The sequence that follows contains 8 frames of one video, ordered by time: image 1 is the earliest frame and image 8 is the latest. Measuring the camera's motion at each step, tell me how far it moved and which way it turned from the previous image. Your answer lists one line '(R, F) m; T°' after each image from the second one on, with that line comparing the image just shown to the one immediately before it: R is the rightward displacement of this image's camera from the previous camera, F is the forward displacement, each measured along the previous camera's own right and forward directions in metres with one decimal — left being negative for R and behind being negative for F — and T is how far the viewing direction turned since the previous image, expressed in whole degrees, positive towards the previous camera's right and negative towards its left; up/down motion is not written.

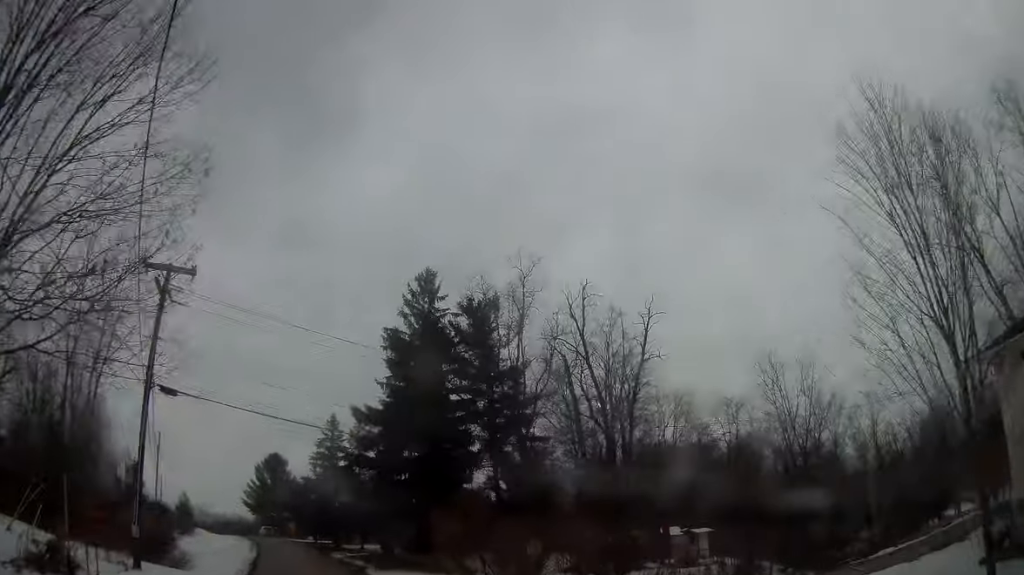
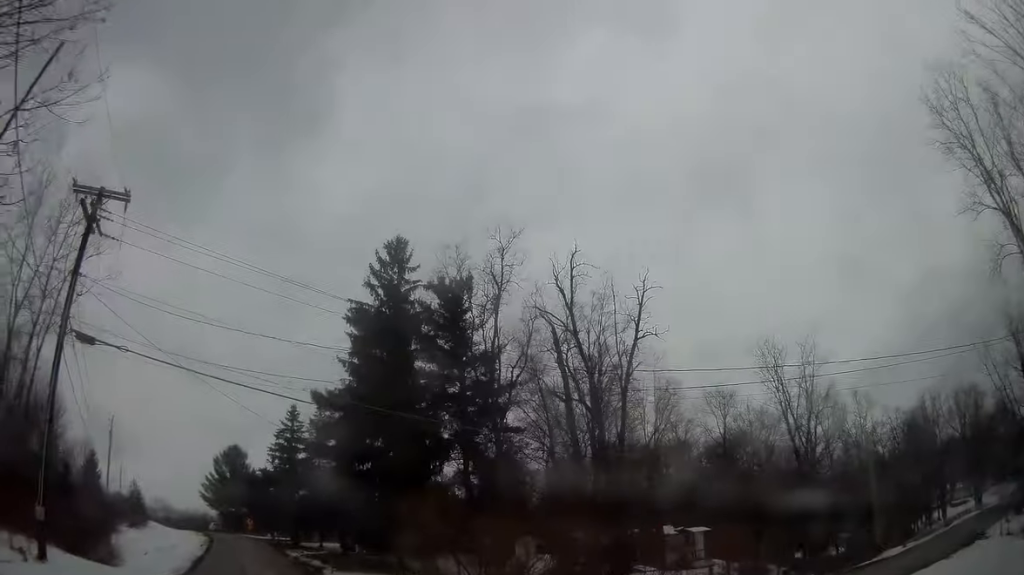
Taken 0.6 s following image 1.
(0.0, +5.1) m; +7°
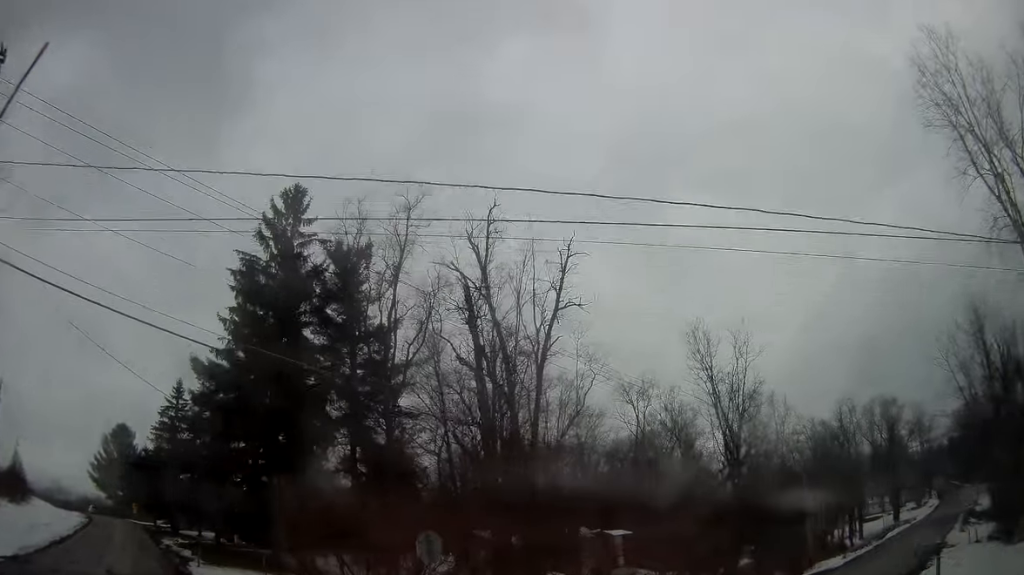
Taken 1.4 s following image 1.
(+0.7, +5.8) m; +15°
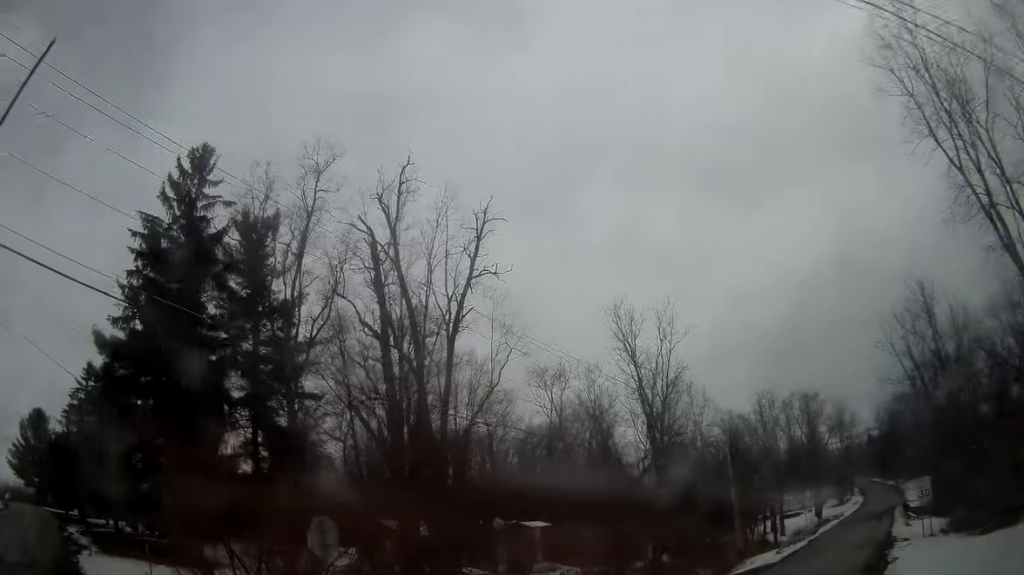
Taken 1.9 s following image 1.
(0.0, +3.1) m; +9°
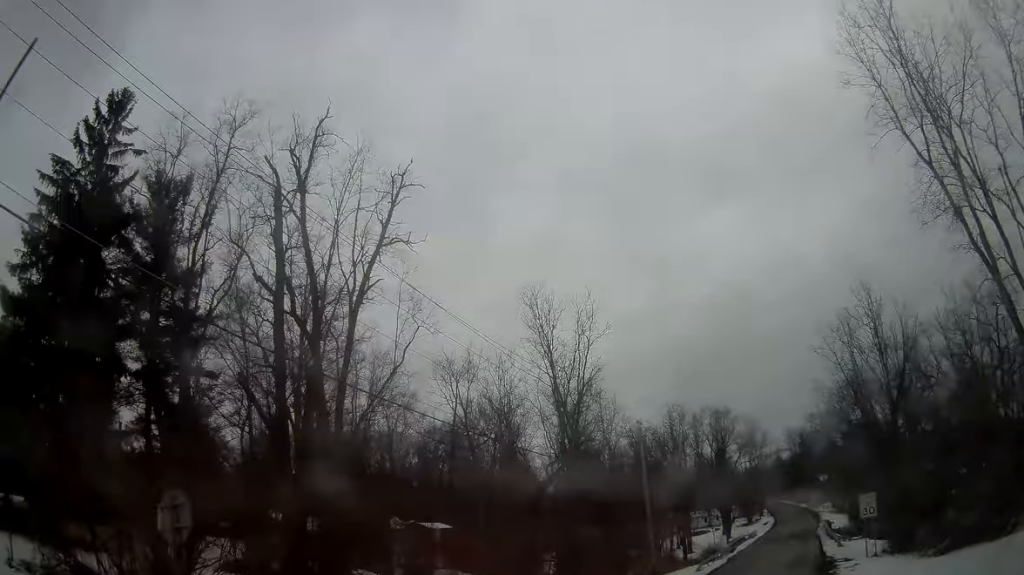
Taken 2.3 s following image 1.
(+0.6, +3.3) m; +10°
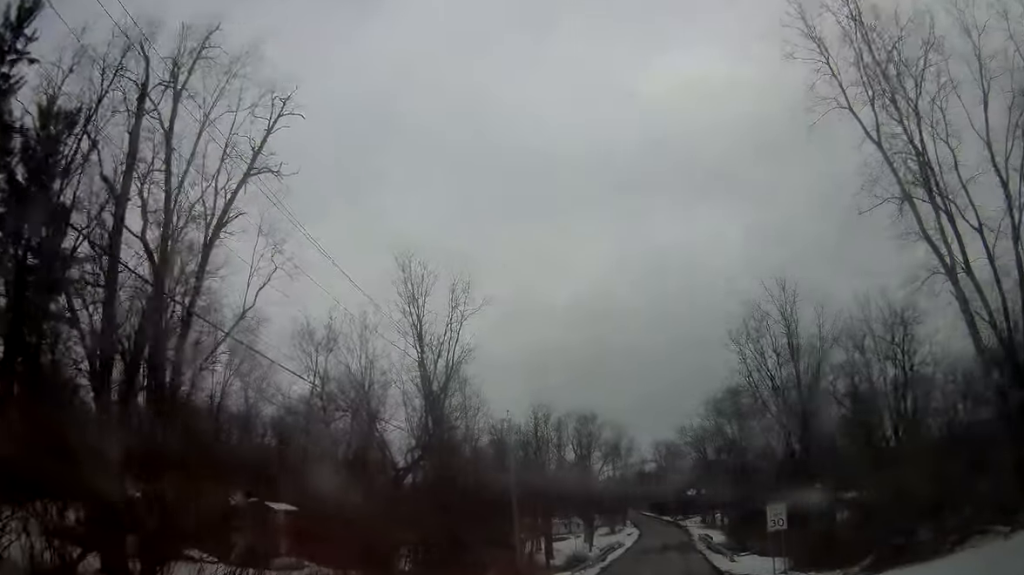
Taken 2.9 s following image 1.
(+0.3, +4.1) m; +11°
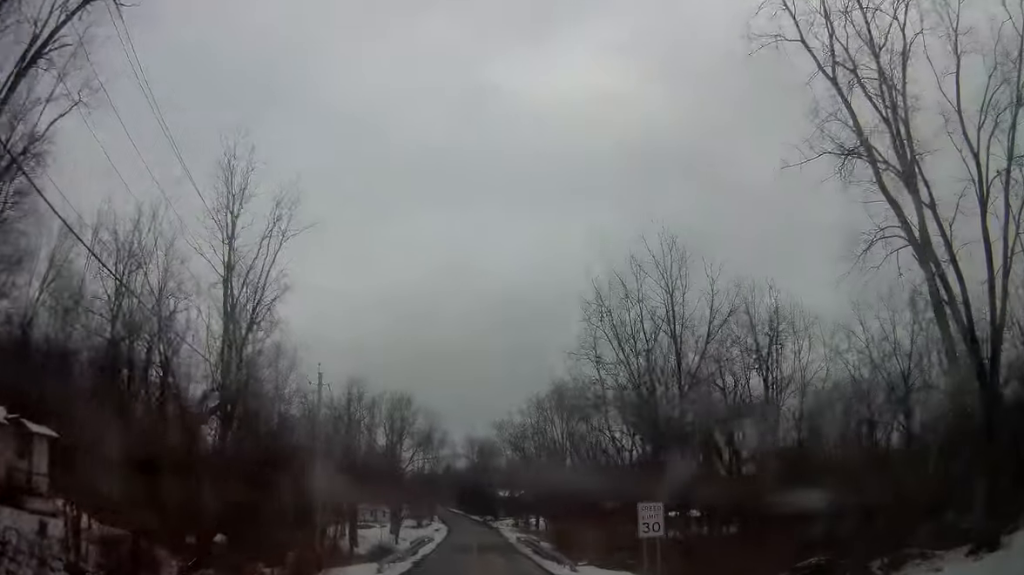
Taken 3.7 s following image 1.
(+0.8, +6.3) m; +10°
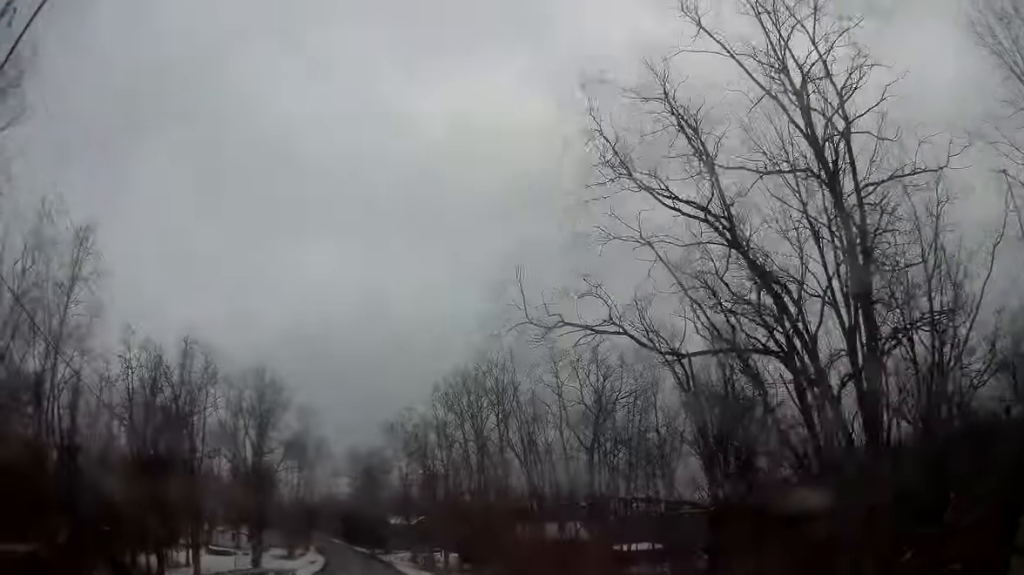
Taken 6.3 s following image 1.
(+4.1, +28.1) m; +10°
